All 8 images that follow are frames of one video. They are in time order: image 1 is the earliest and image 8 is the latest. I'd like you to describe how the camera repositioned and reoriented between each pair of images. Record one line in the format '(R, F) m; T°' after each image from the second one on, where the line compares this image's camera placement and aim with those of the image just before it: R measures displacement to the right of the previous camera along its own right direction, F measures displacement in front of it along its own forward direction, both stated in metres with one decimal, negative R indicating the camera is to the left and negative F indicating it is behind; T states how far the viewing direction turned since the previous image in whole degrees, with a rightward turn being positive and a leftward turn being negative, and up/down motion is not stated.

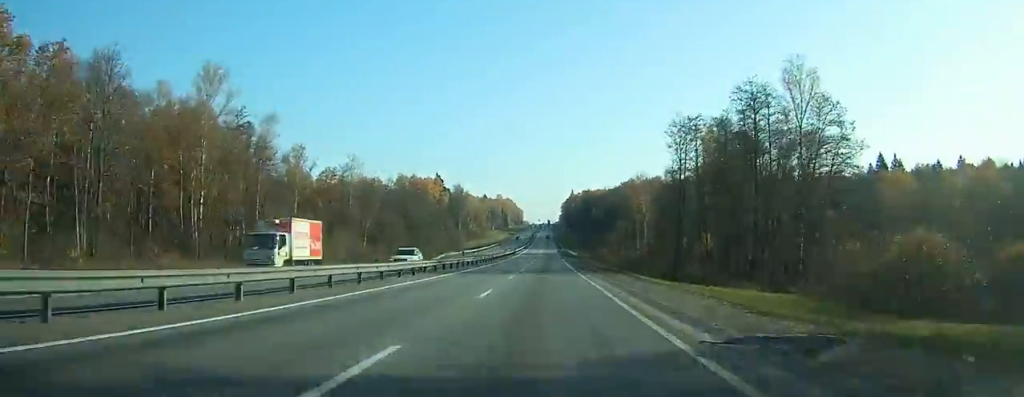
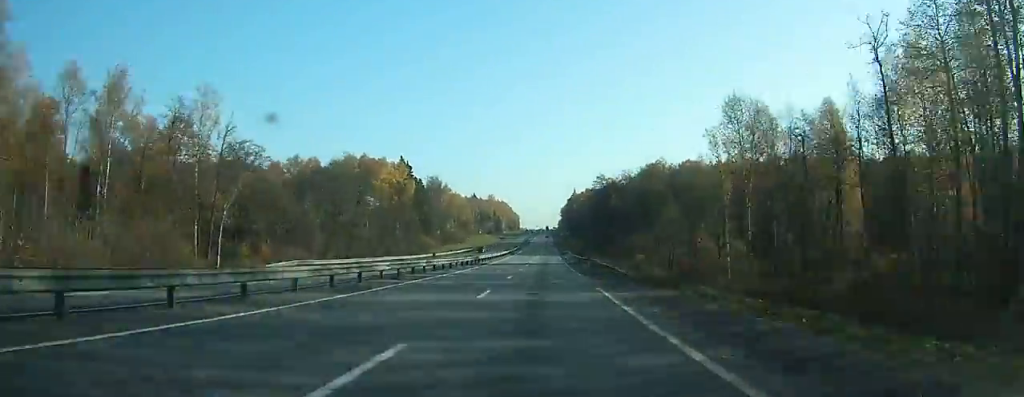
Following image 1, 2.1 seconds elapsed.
(0.0, +54.8) m; 0°
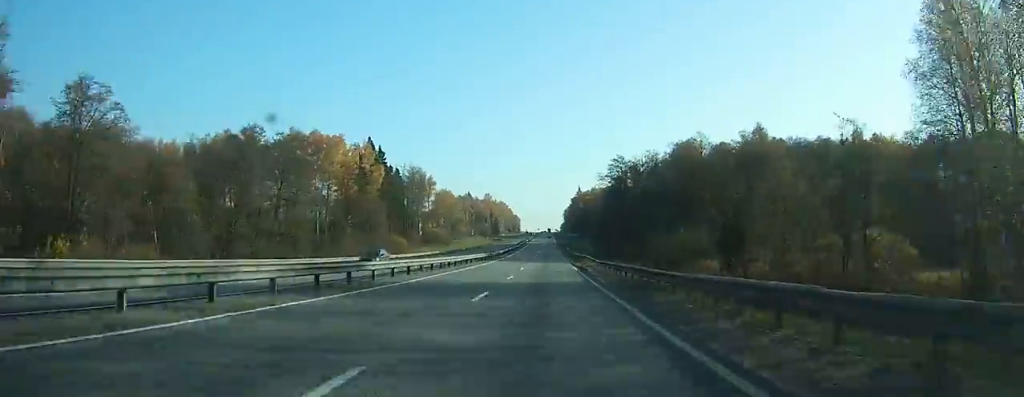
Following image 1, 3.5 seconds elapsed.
(-0.1, +35.7) m; 0°
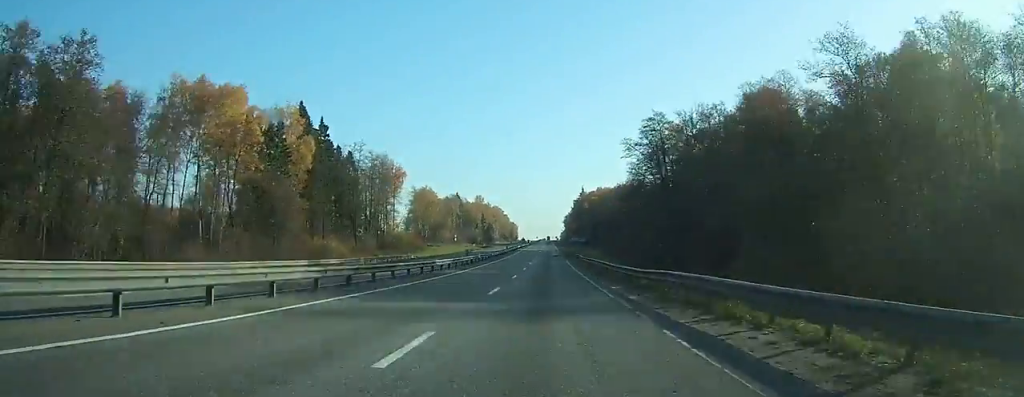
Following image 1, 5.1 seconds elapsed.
(-0.2, +44.0) m; 0°
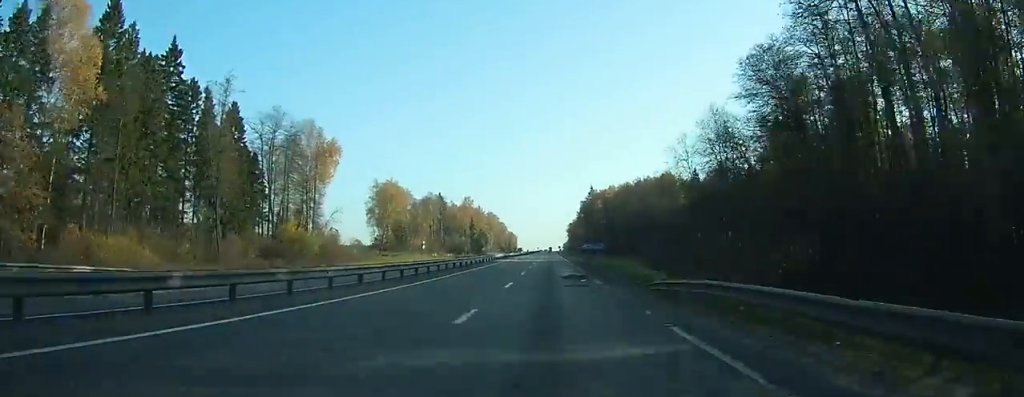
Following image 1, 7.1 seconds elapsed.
(-0.3, +56.4) m; 0°
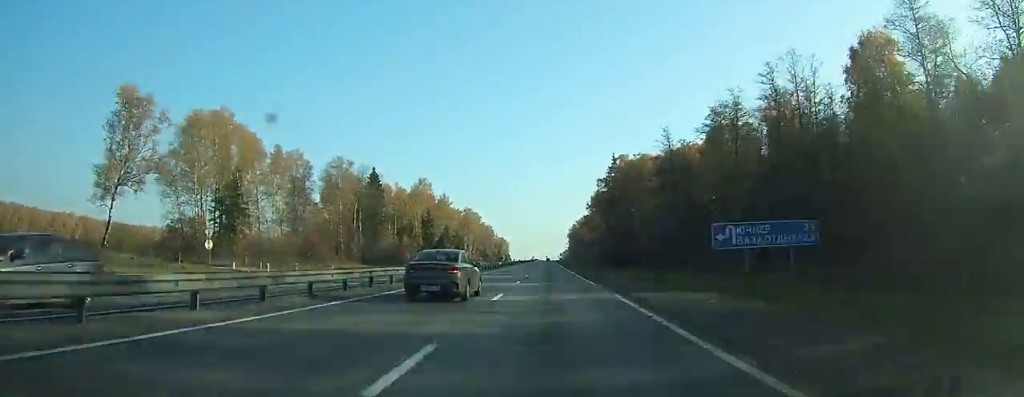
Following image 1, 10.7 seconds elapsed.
(+0.3, +107.0) m; +1°
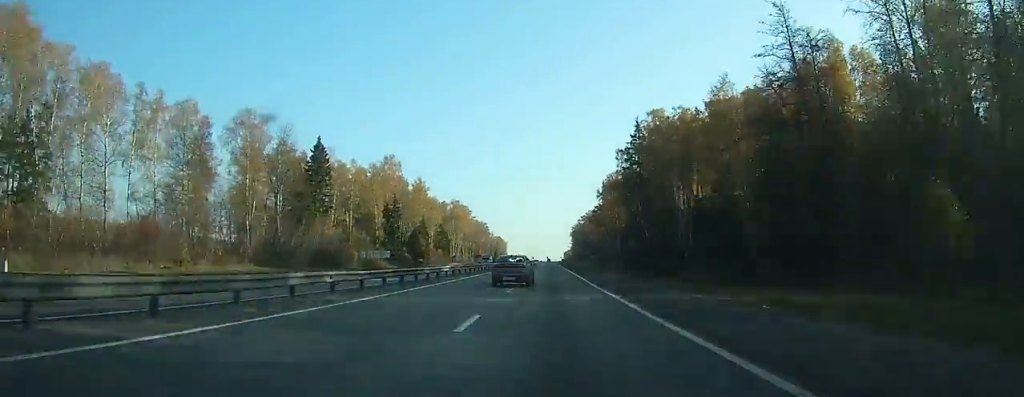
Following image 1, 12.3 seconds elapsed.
(+0.3, +47.6) m; 0°
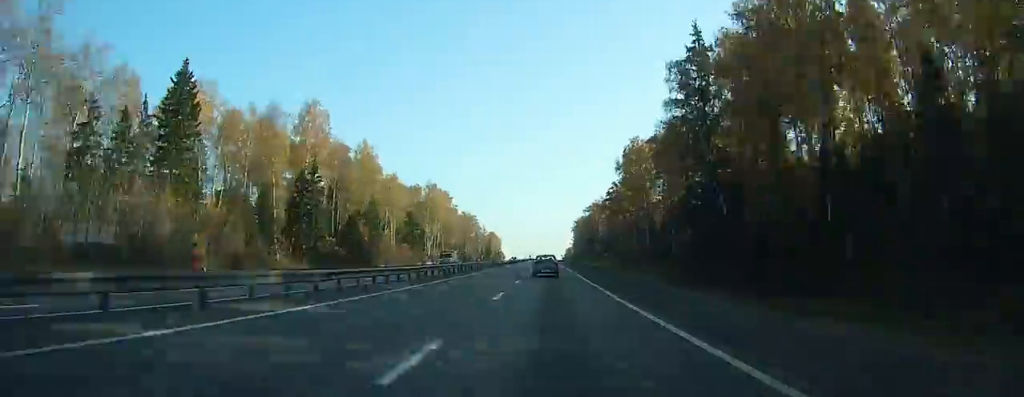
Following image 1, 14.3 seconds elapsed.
(-0.1, +56.4) m; 0°
